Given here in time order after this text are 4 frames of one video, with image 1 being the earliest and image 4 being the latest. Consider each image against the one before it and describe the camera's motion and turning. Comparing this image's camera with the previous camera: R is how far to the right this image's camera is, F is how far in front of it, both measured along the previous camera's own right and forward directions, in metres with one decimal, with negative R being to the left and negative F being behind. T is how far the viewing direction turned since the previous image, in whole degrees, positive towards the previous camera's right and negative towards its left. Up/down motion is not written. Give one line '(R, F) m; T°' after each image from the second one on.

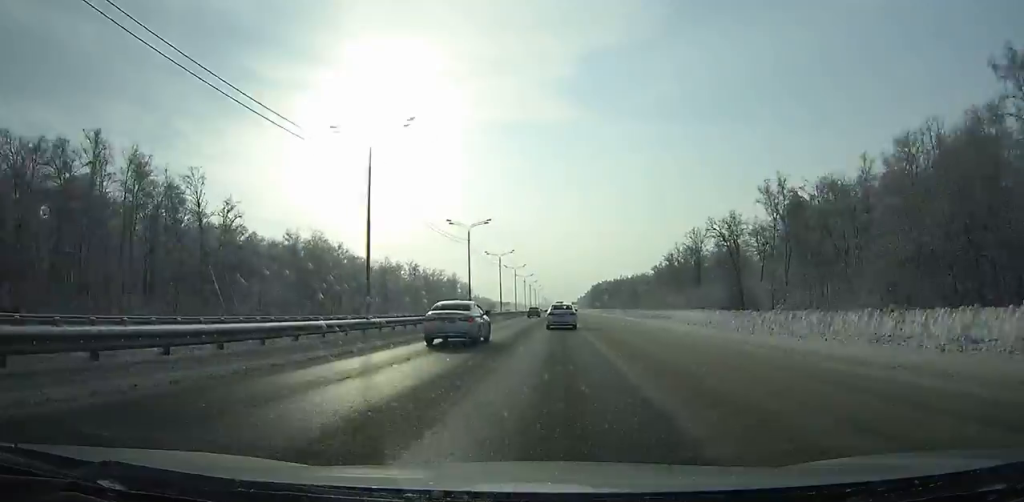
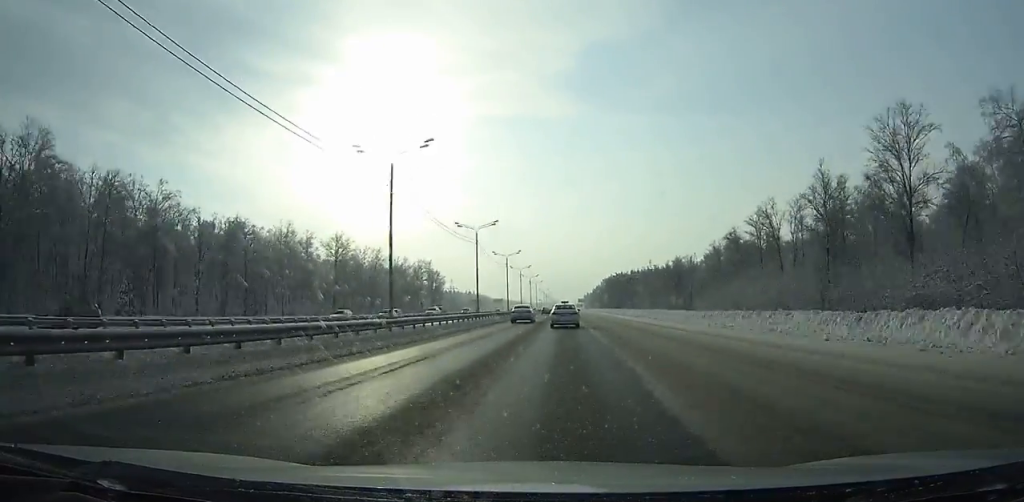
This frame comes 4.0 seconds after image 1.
(-0.1, +86.3) m; 0°
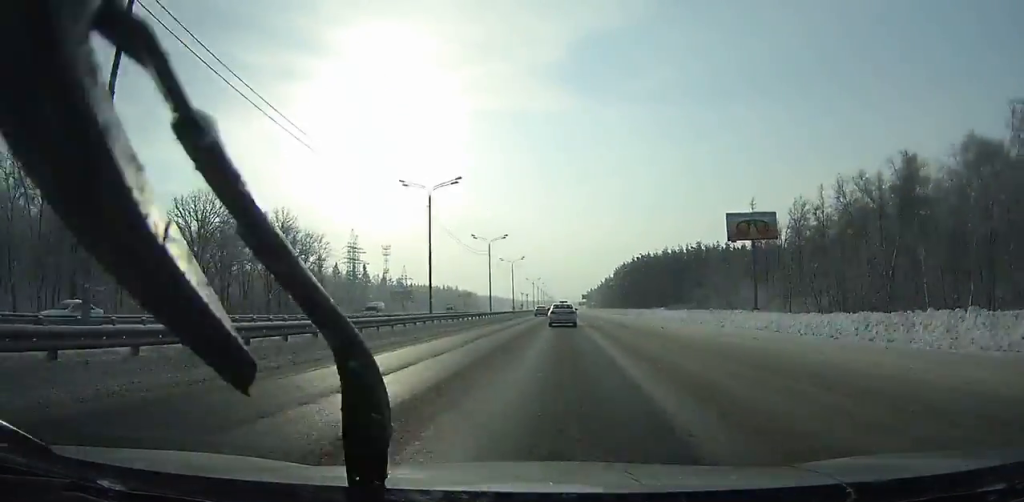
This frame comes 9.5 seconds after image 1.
(+0.7, +118.2) m; 0°
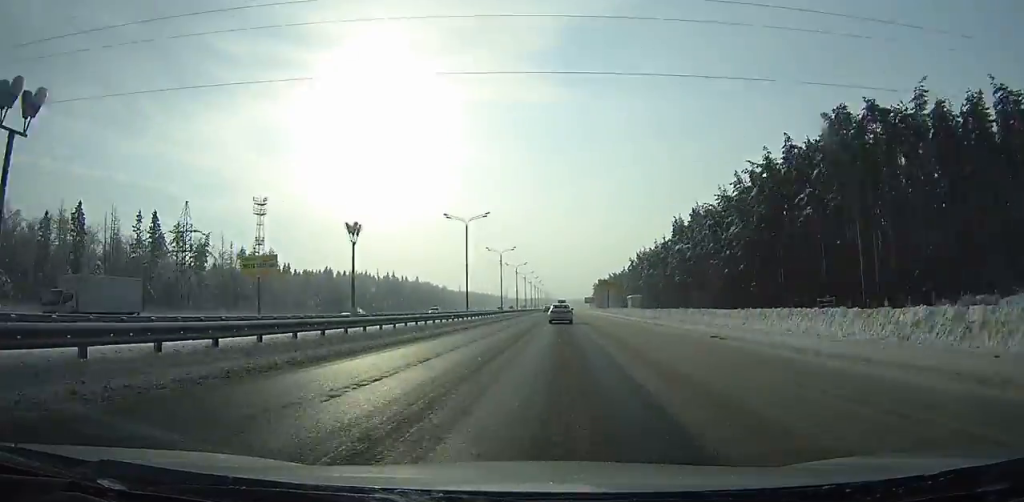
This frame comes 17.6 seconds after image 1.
(-1.6, +173.0) m; 0°
